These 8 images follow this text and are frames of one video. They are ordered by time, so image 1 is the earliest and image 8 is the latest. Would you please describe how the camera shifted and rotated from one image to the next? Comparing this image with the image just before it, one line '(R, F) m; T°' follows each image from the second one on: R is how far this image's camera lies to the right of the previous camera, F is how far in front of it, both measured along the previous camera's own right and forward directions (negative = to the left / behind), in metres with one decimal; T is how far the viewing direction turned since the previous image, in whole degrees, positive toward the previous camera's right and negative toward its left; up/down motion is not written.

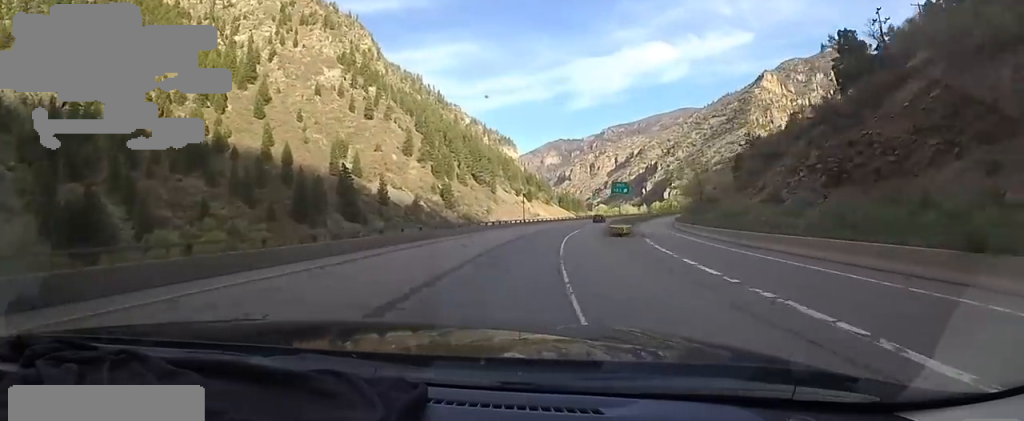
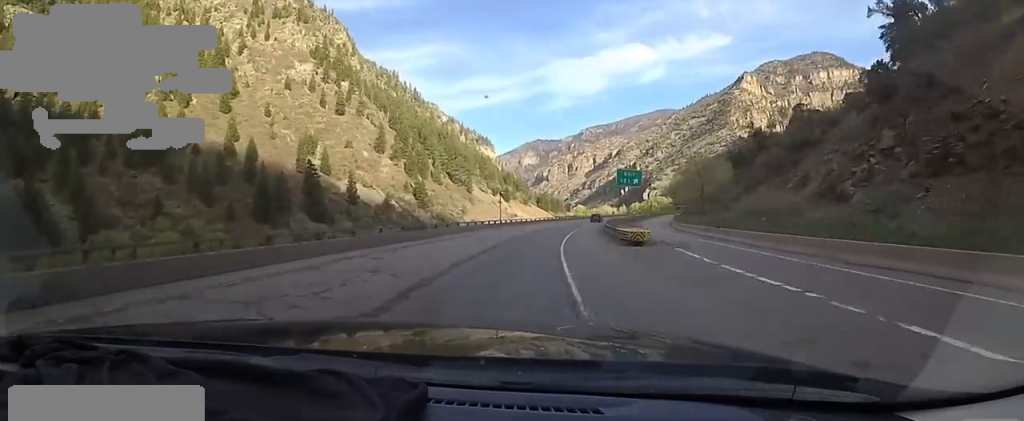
(+0.6, +11.6) m; +3°
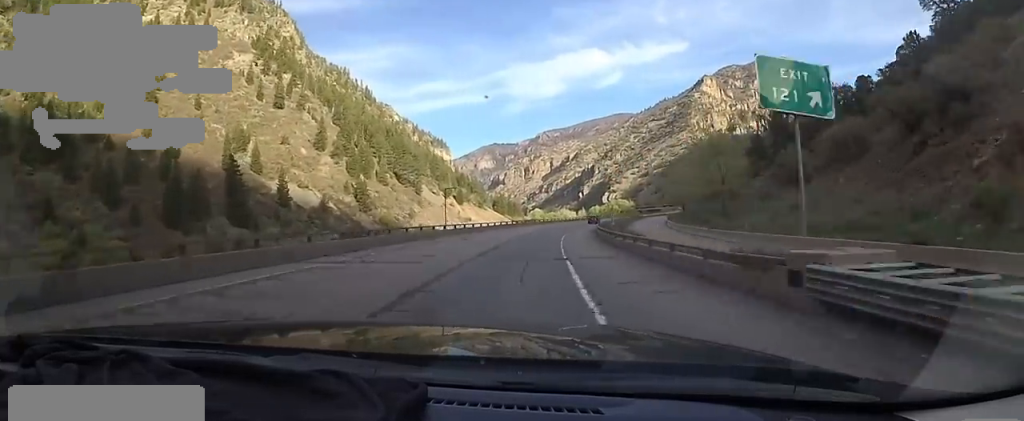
(0.0, +24.2) m; +4°
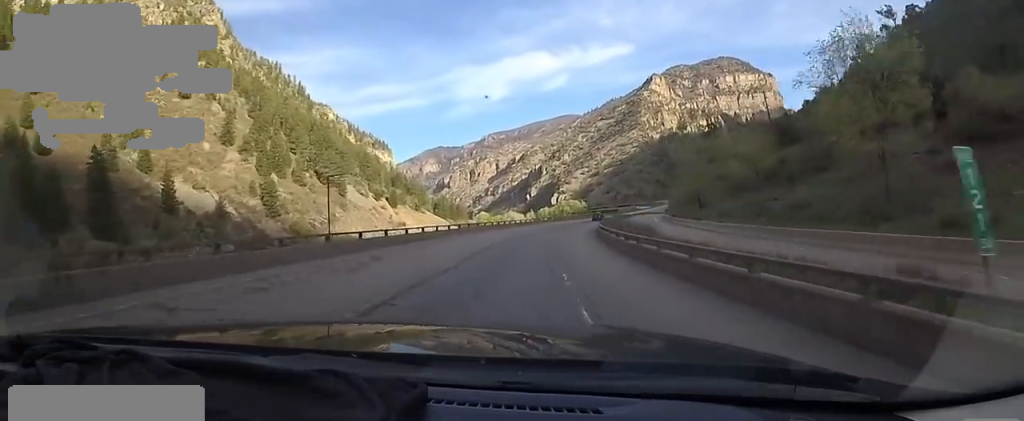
(+2.6, +34.7) m; +6°
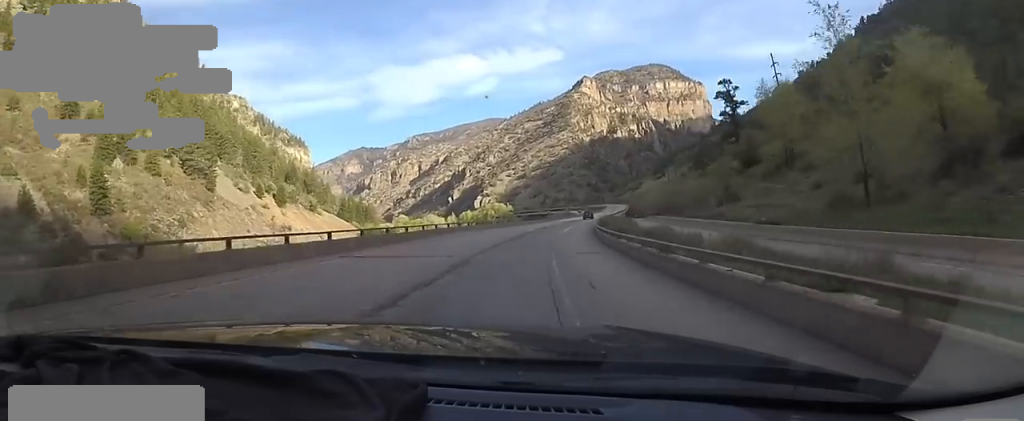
(+3.9, +43.1) m; +12°
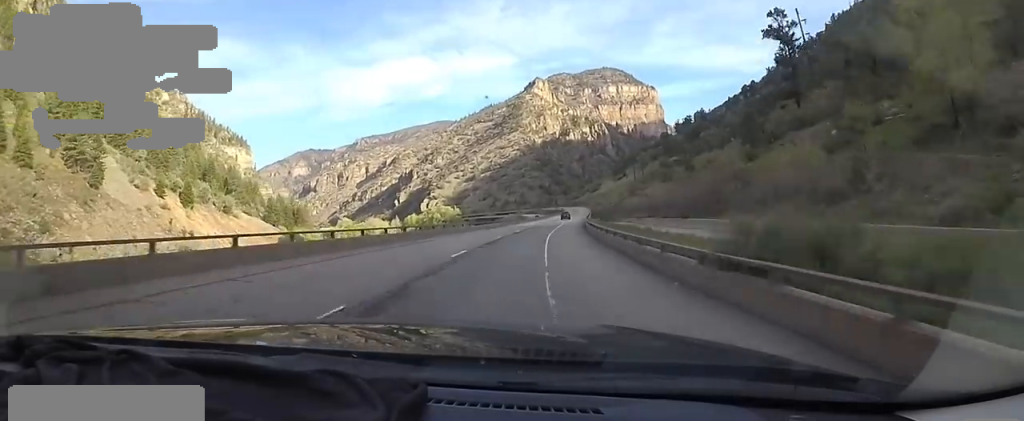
(+1.3, +28.3) m; +3°
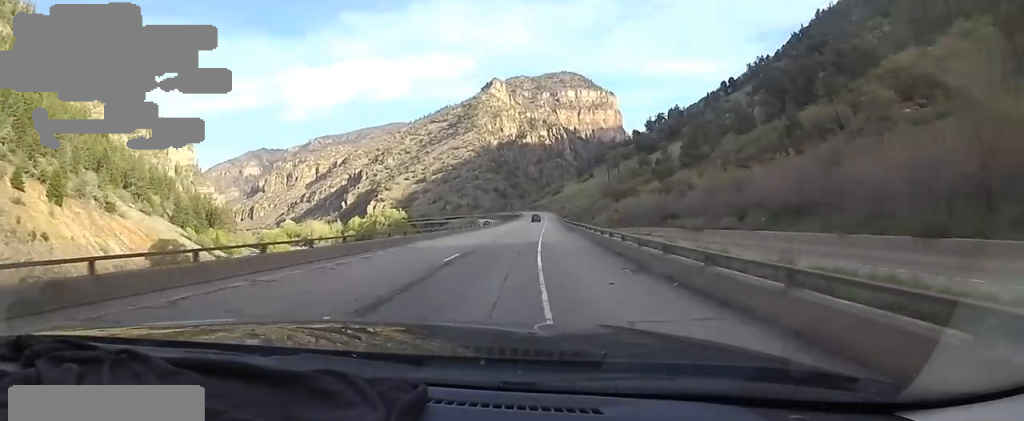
(+2.3, +36.3) m; +7°
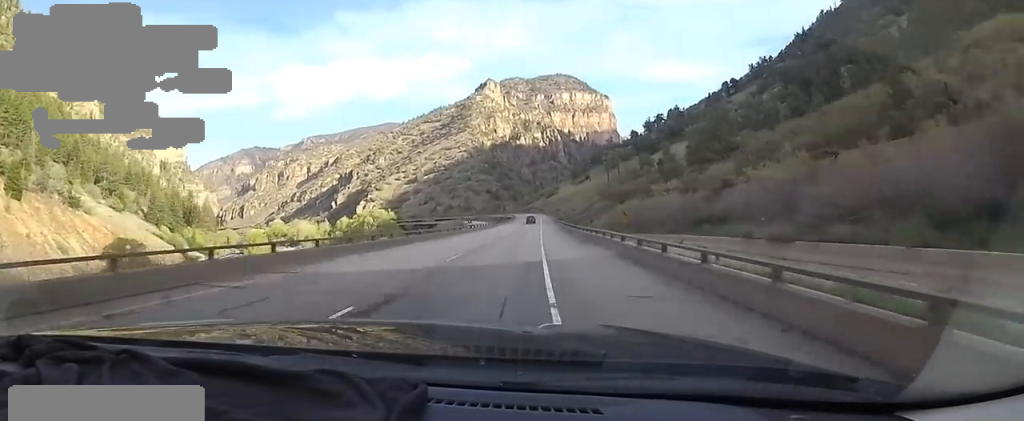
(0.0, +11.5) m; +1°
